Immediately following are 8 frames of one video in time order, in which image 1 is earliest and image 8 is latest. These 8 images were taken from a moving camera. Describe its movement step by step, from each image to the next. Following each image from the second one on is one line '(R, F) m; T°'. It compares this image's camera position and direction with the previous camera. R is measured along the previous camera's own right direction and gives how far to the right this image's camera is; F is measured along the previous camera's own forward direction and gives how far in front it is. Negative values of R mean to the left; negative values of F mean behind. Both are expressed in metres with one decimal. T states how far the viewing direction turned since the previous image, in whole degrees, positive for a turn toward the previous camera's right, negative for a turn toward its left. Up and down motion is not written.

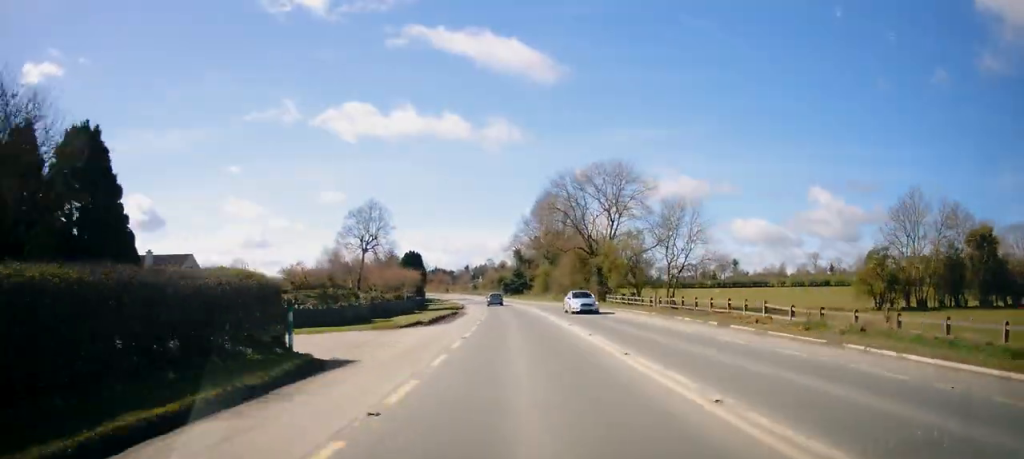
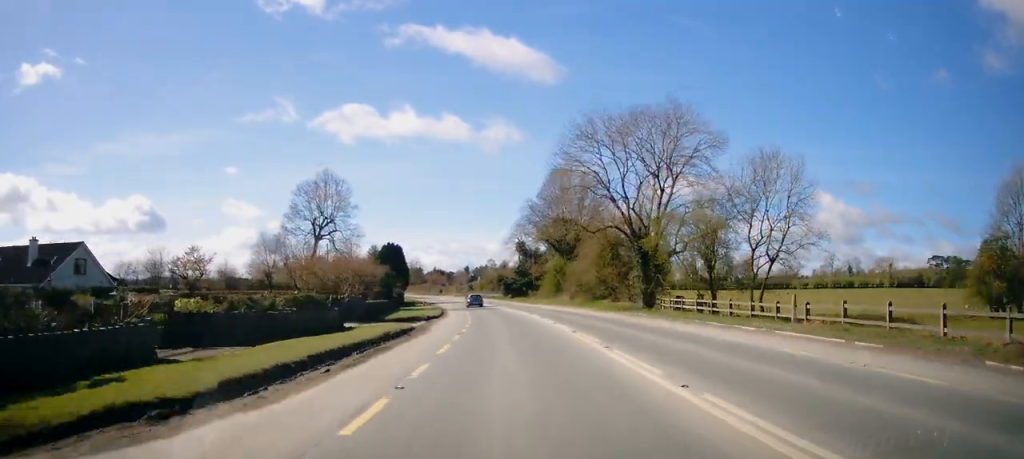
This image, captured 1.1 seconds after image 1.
(0.0, +22.1) m; -2°
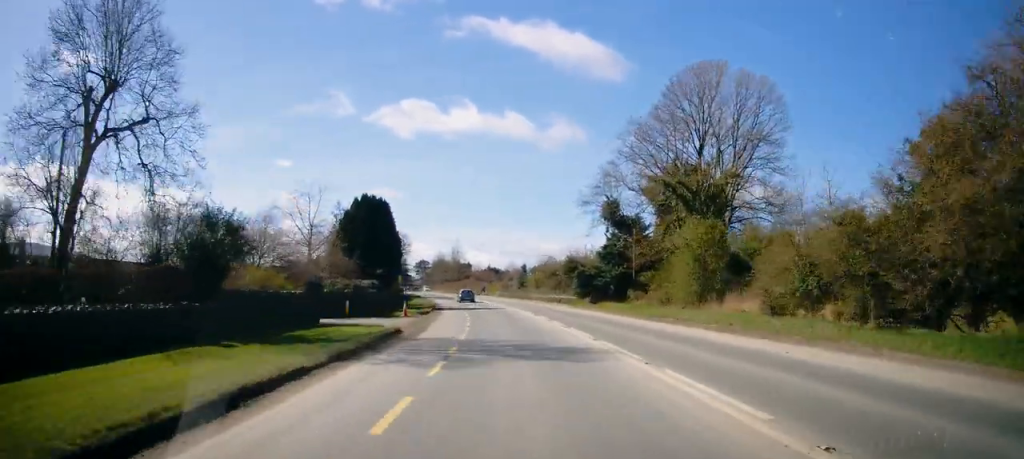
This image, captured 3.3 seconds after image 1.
(-2.0, +44.5) m; -5°
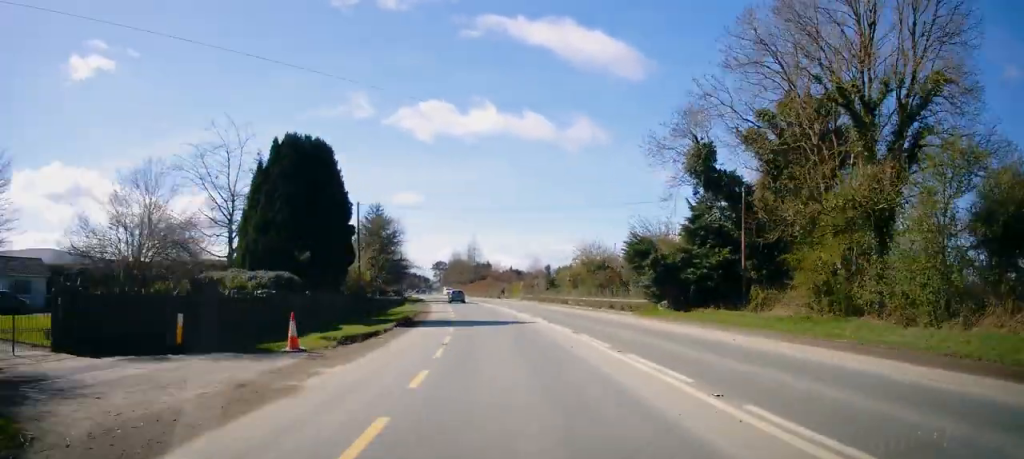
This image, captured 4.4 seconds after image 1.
(-0.5, +21.4) m; -3°
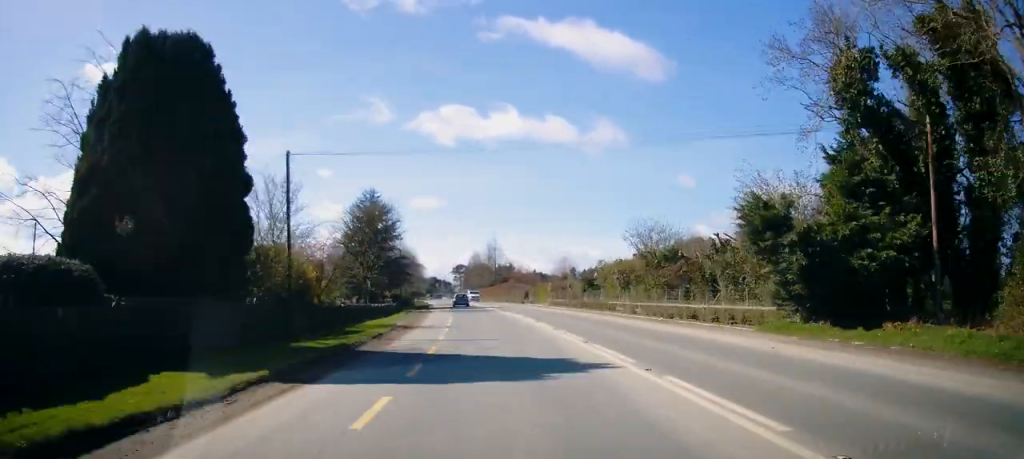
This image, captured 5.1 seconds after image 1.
(-0.4, +14.6) m; -2°
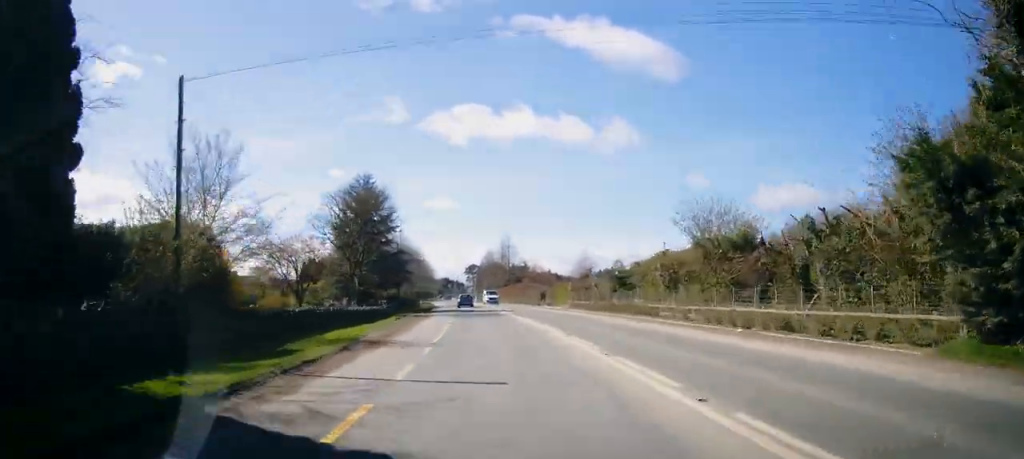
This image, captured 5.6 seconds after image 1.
(-0.1, +8.6) m; -1°
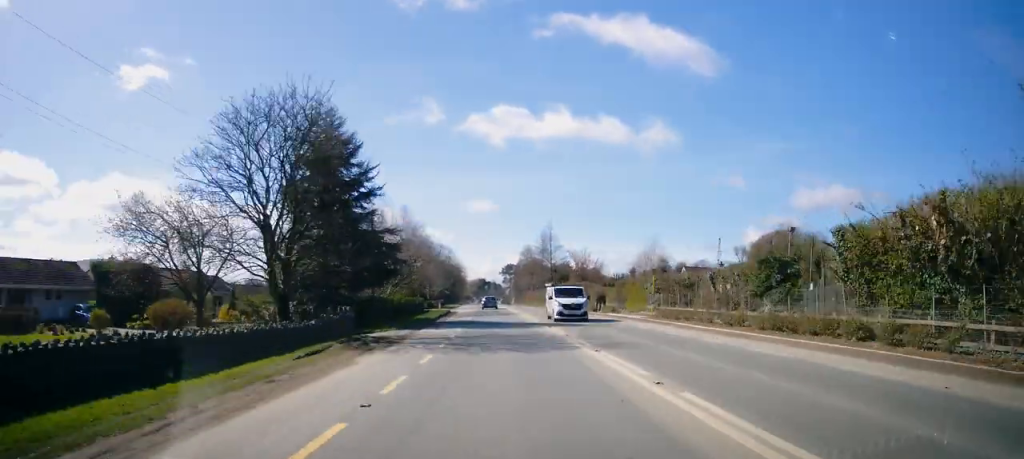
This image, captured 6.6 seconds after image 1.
(-0.5, +21.2) m; -3°
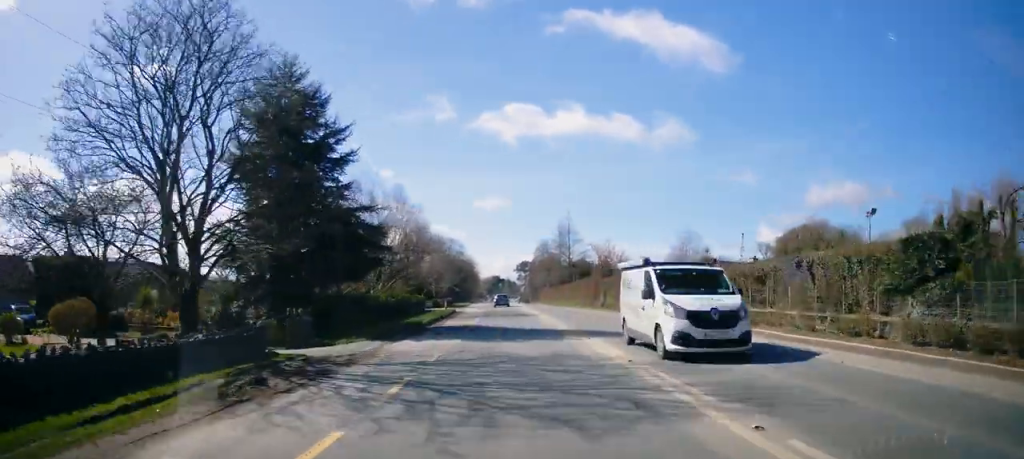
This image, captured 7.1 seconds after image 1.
(-0.3, +8.7) m; -1°
